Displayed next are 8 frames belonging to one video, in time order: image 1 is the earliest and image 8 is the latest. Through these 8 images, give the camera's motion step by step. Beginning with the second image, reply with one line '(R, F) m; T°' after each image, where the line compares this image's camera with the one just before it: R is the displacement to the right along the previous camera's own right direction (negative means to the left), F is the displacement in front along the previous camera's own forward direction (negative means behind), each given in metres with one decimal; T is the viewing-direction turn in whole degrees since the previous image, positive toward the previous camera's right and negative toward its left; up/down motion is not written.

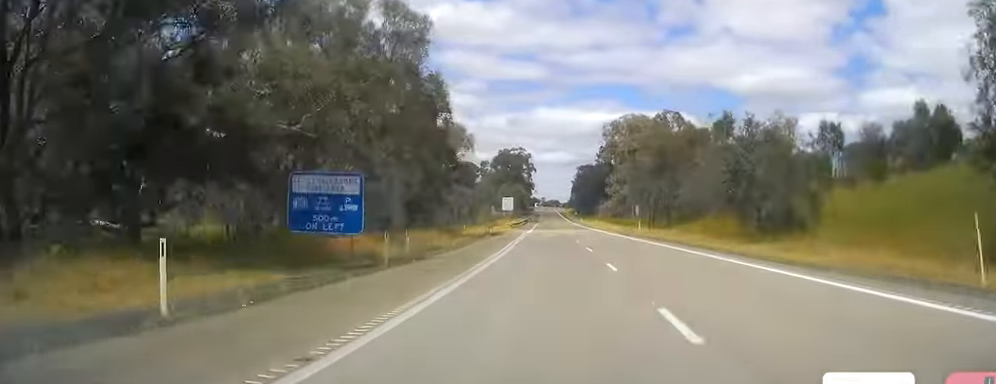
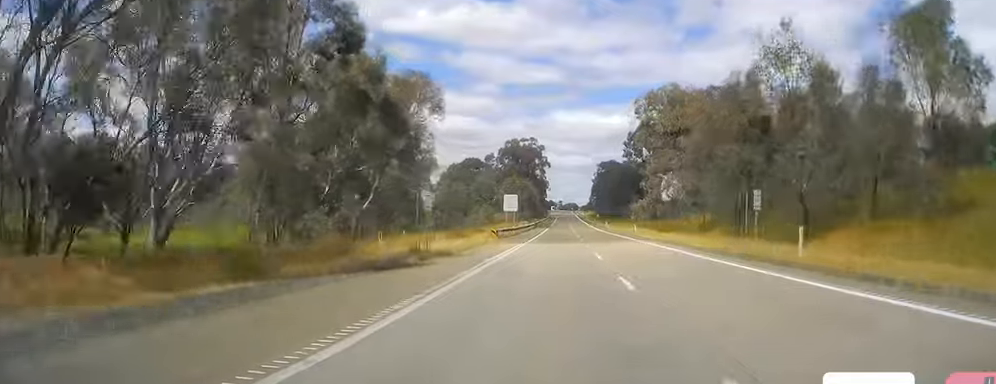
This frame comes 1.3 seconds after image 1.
(-2.1, +38.5) m; -3°
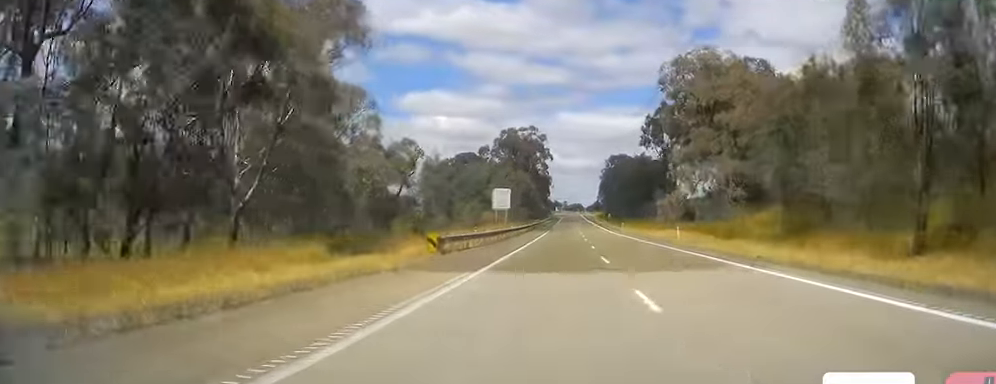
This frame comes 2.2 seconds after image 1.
(+0.8, +26.1) m; 0°
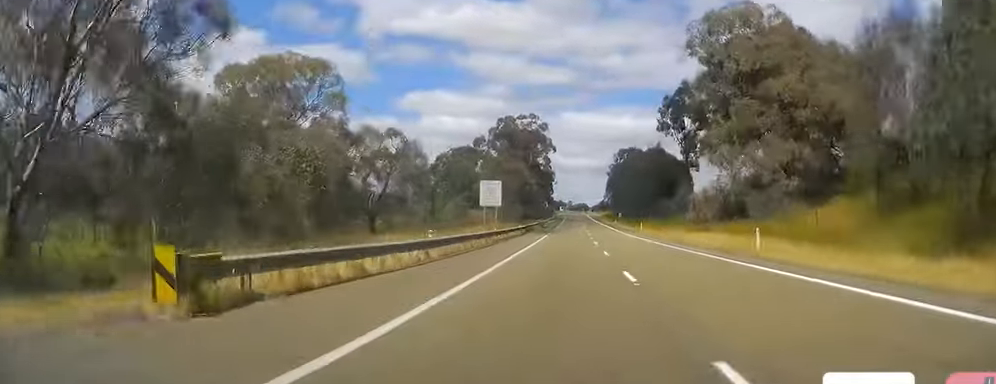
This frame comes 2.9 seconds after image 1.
(-0.7, +19.4) m; -1°
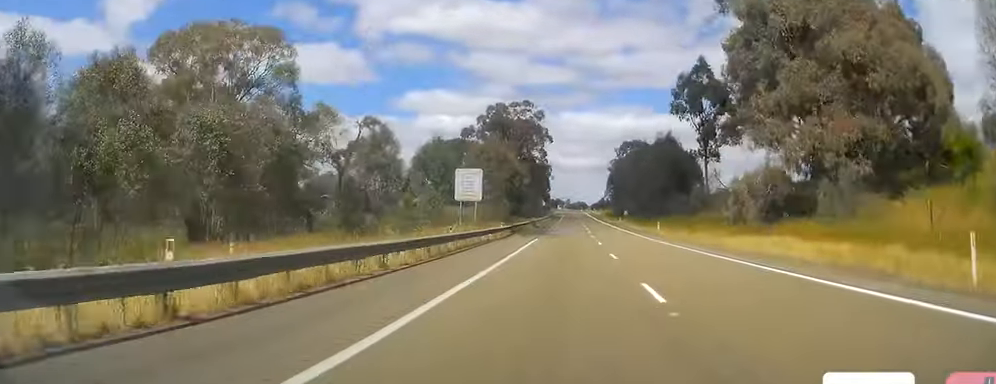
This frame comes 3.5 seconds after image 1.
(-0.1, +16.4) m; 0°
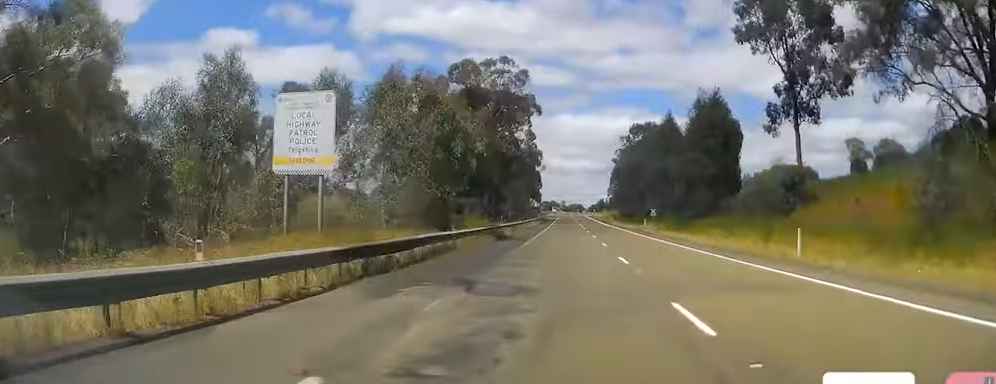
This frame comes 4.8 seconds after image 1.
(0.0, +39.6) m; 0°
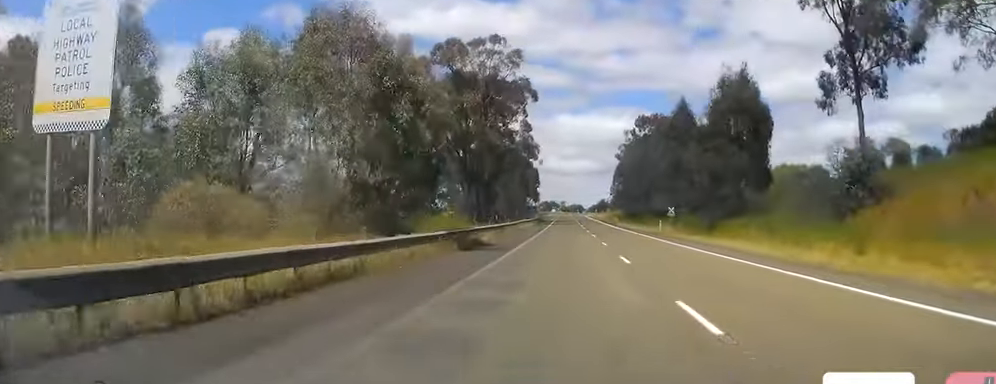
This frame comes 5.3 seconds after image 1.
(0.0, +12.6) m; 0°
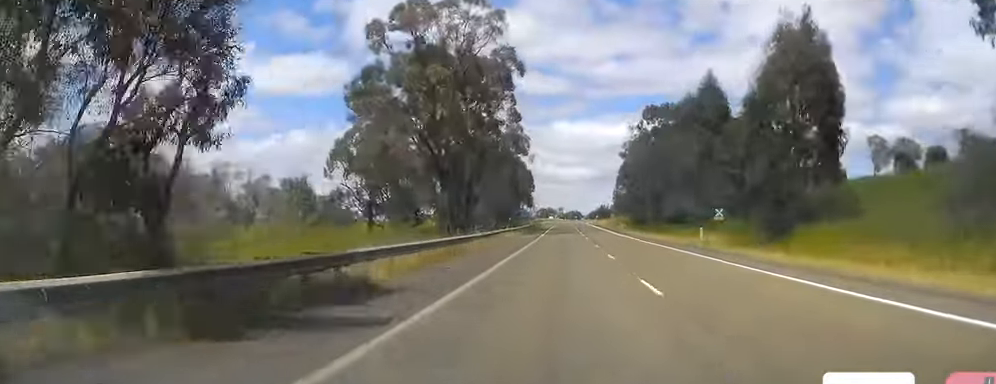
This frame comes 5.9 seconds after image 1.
(+0.2, +19.3) m; 0°
